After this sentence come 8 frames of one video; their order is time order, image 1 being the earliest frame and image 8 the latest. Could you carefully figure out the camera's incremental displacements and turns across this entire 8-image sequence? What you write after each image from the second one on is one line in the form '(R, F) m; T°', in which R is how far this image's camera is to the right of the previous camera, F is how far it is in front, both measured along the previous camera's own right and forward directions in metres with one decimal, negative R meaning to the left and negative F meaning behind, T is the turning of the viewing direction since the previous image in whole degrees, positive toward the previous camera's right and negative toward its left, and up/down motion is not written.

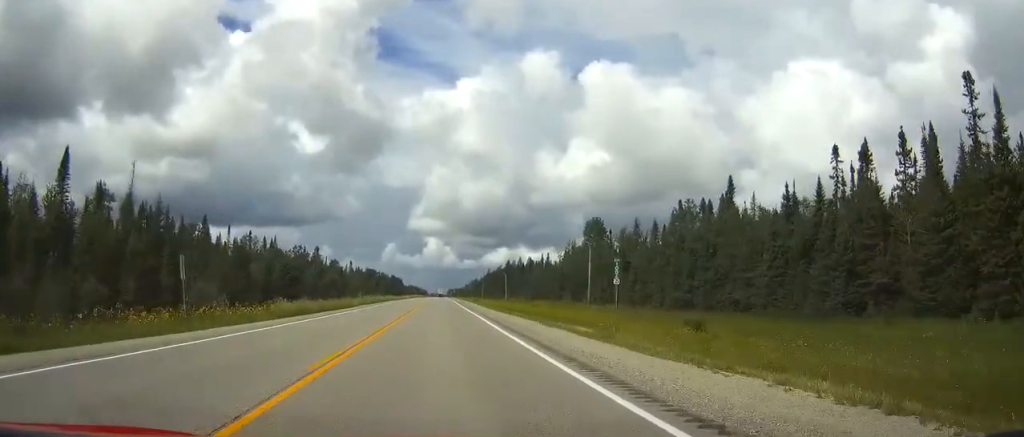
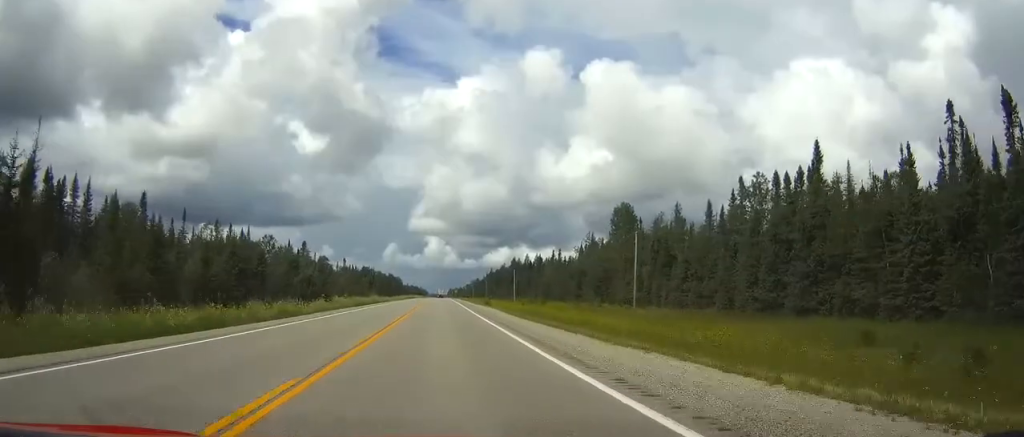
(-0.1, +23.4) m; 0°
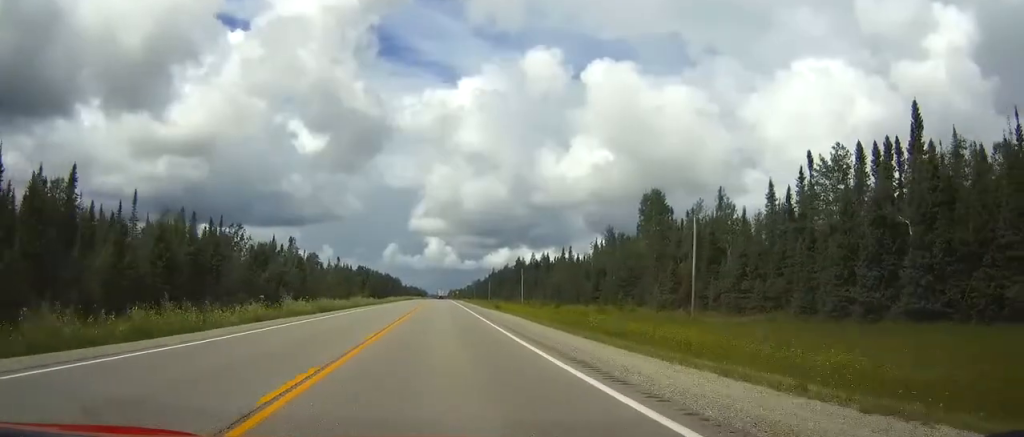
(+0.1, +18.1) m; 0°
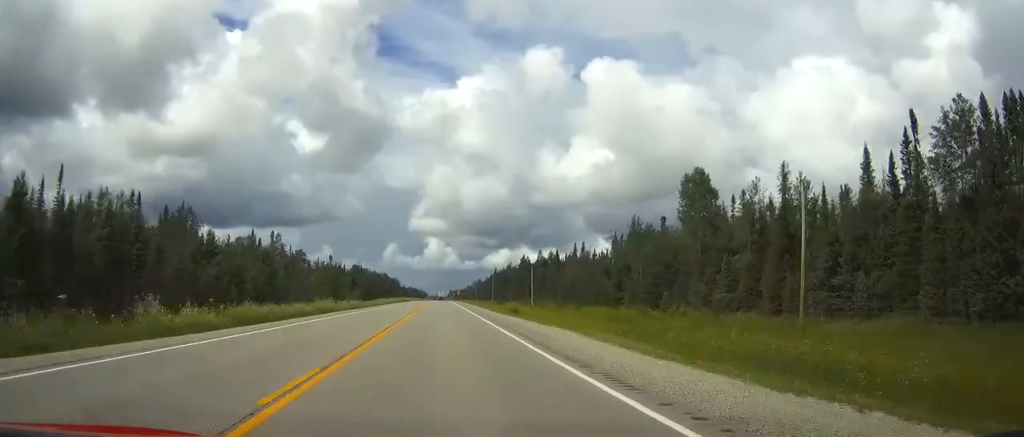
(+0.1, +19.2) m; 0°
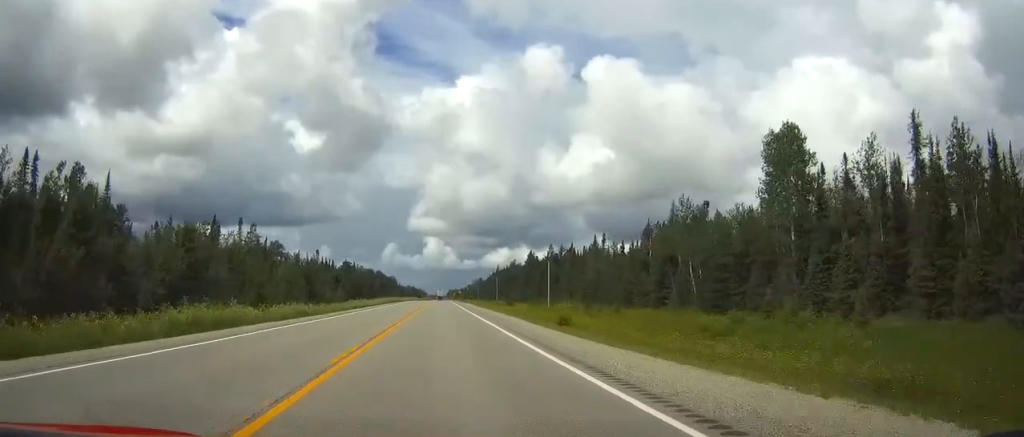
(0.0, +25.5) m; 0°
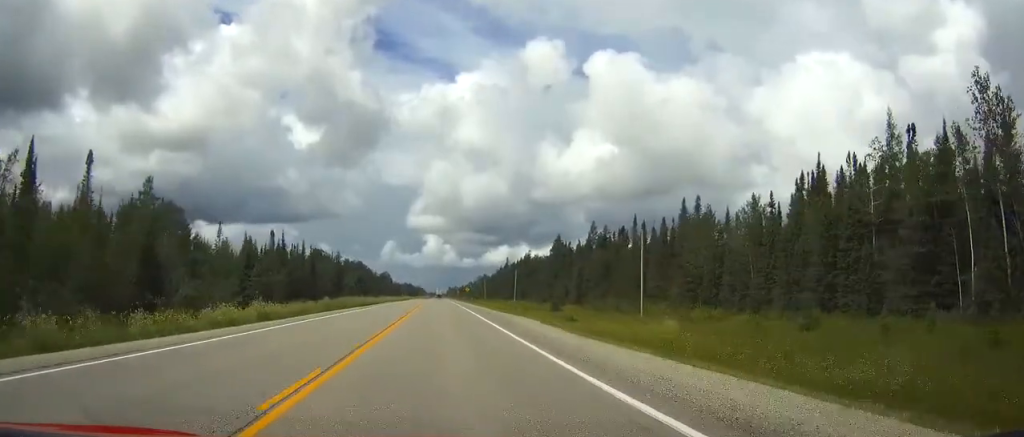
(0.0, +62.8) m; 0°
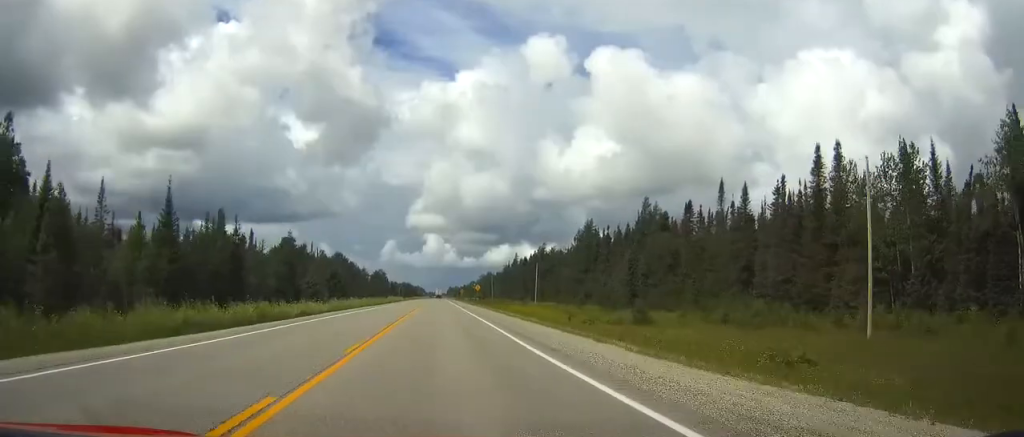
(-0.2, +41.4) m; 0°
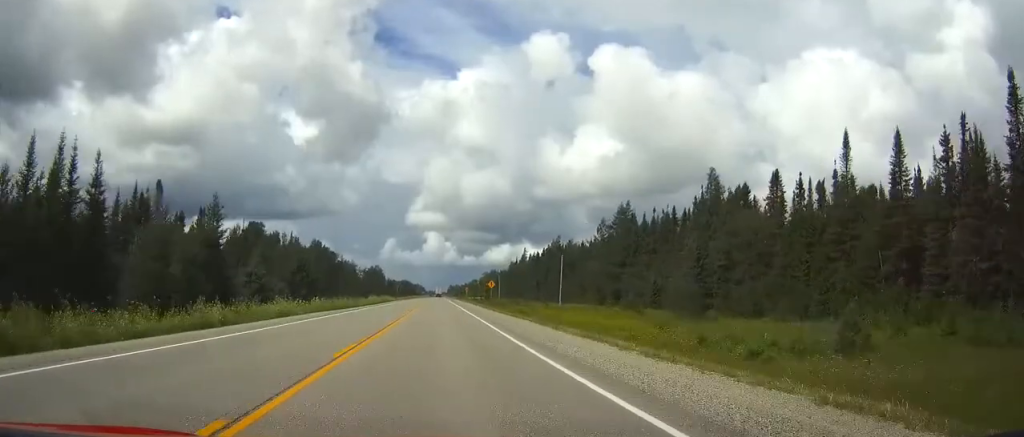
(+0.1, +30.6) m; 0°
